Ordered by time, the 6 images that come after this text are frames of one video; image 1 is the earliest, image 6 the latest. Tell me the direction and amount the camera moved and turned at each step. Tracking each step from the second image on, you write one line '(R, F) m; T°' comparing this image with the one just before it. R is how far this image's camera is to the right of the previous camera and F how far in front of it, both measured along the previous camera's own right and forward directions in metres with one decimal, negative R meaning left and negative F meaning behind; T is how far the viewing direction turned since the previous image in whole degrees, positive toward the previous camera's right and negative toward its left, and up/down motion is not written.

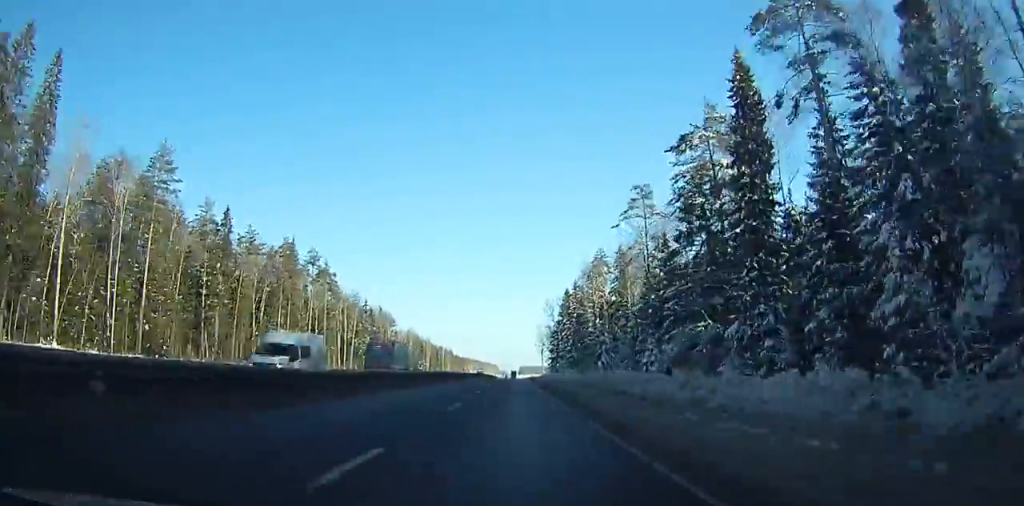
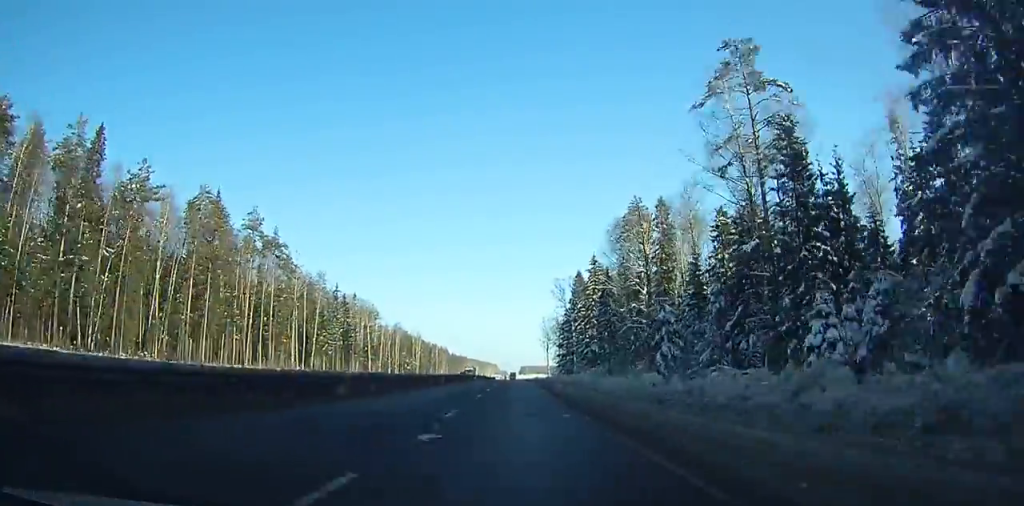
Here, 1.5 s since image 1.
(+0.1, +33.6) m; 0°
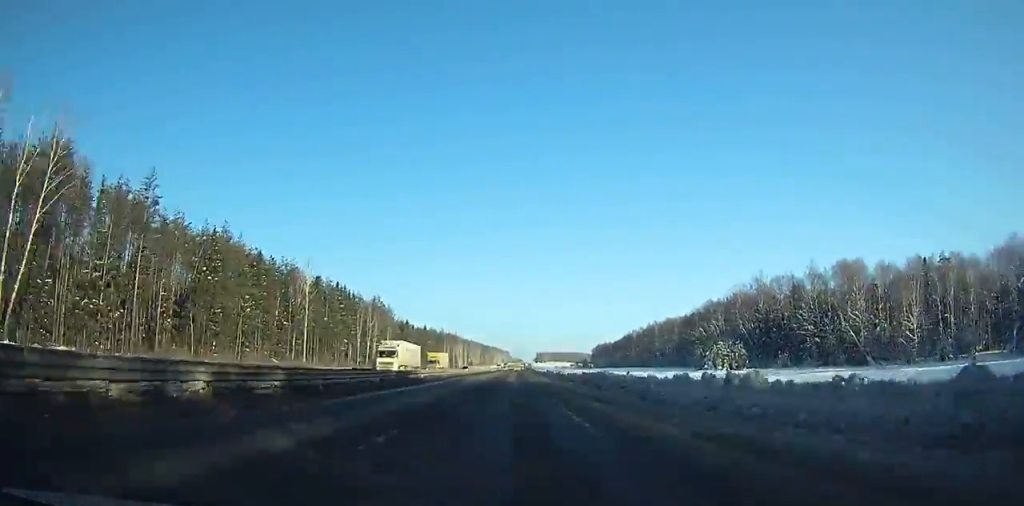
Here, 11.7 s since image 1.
(-6.3, +248.6) m; -2°
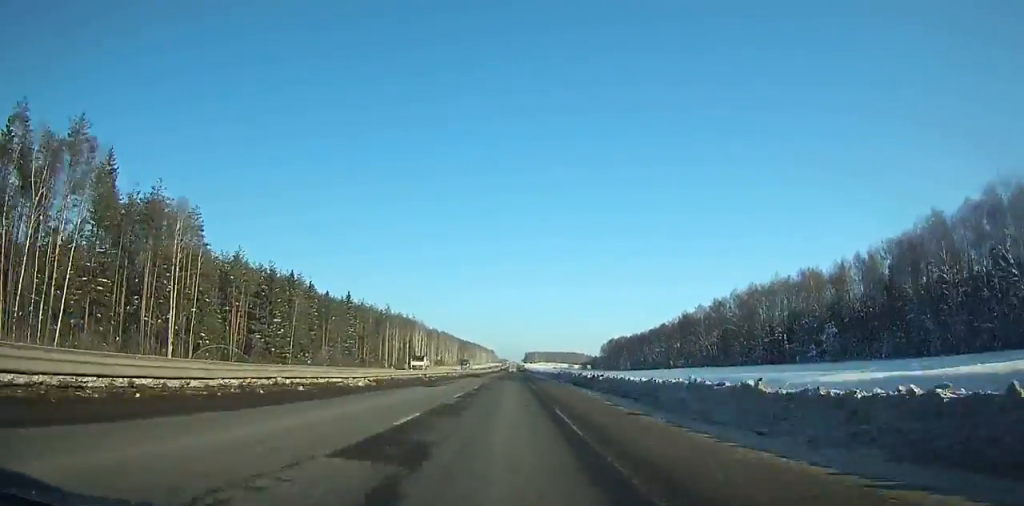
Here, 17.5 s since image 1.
(+1.8, +151.6) m; +1°
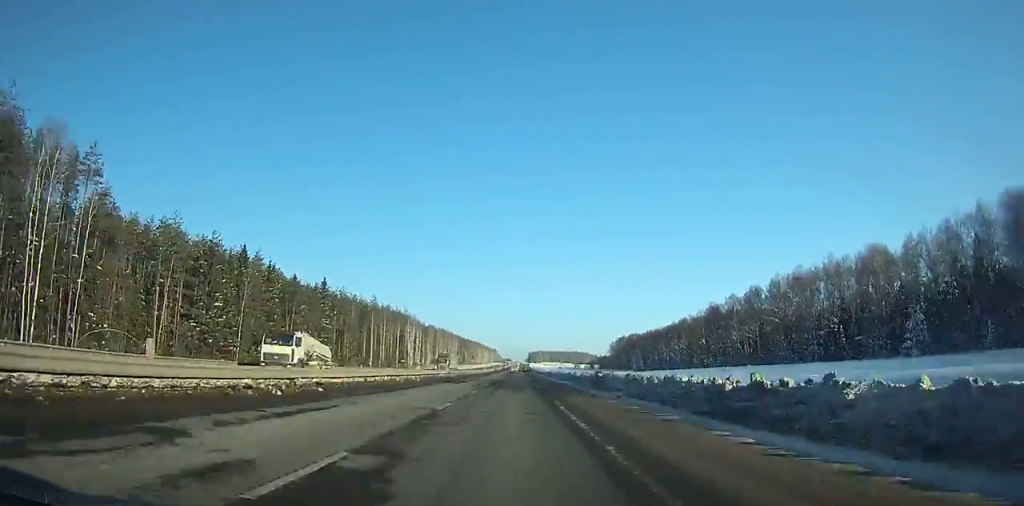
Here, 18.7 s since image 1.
(0.0, +32.2) m; 0°
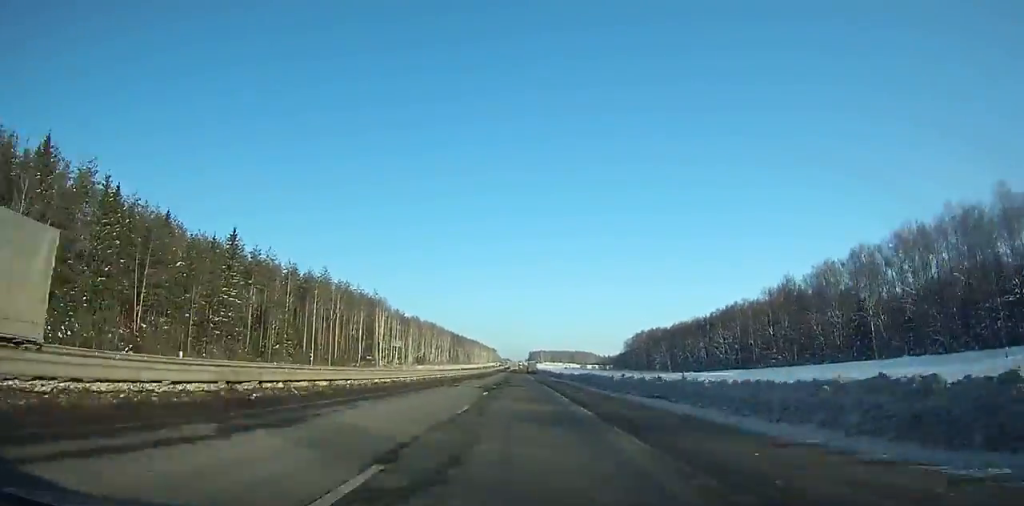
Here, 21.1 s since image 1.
(-0.1, +64.9) m; 0°
